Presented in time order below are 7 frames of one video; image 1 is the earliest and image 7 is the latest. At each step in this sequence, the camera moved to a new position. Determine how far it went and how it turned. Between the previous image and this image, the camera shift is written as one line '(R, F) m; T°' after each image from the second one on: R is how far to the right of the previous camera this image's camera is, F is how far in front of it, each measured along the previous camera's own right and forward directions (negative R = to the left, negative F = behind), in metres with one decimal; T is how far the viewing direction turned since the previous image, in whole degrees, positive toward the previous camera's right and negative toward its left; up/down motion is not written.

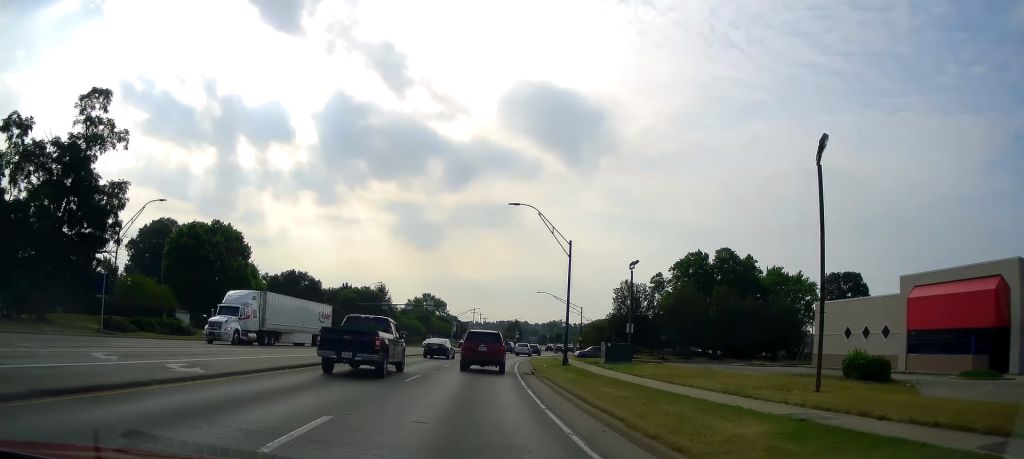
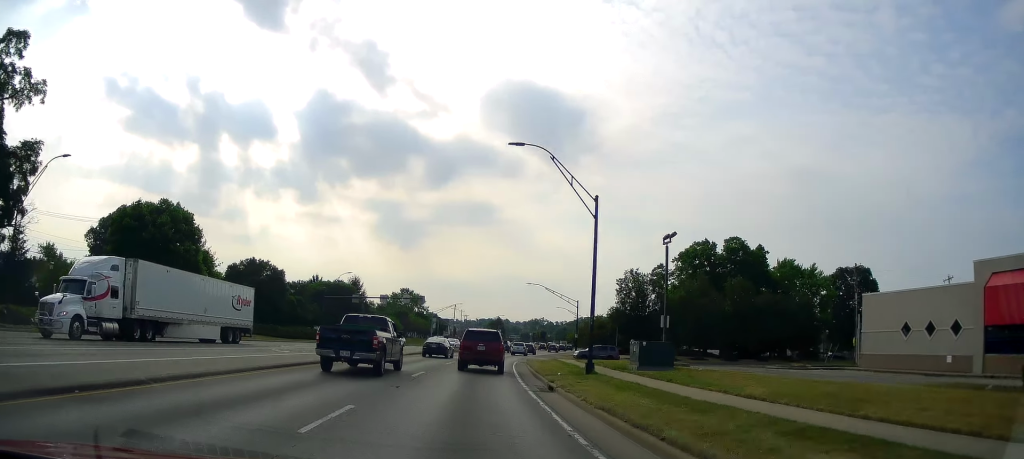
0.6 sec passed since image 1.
(+0.1, +10.5) m; +2°
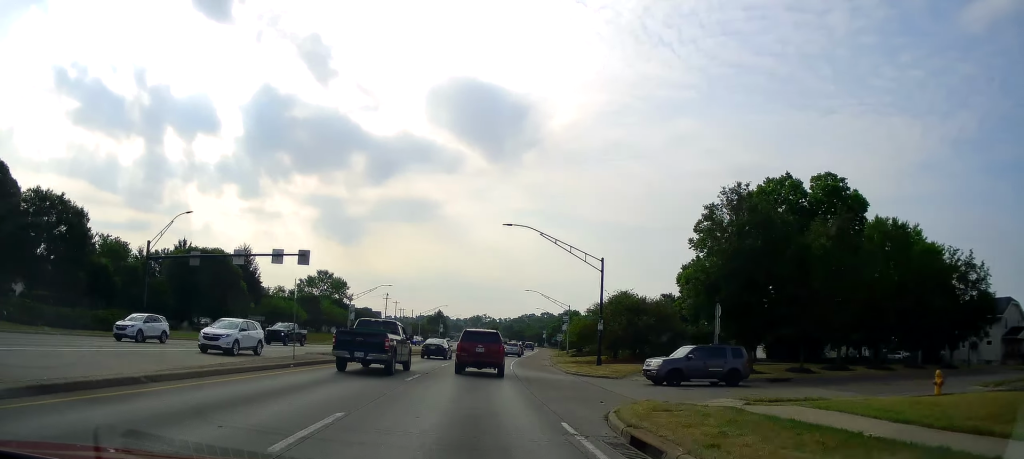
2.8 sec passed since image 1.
(+2.3, +38.3) m; +6°
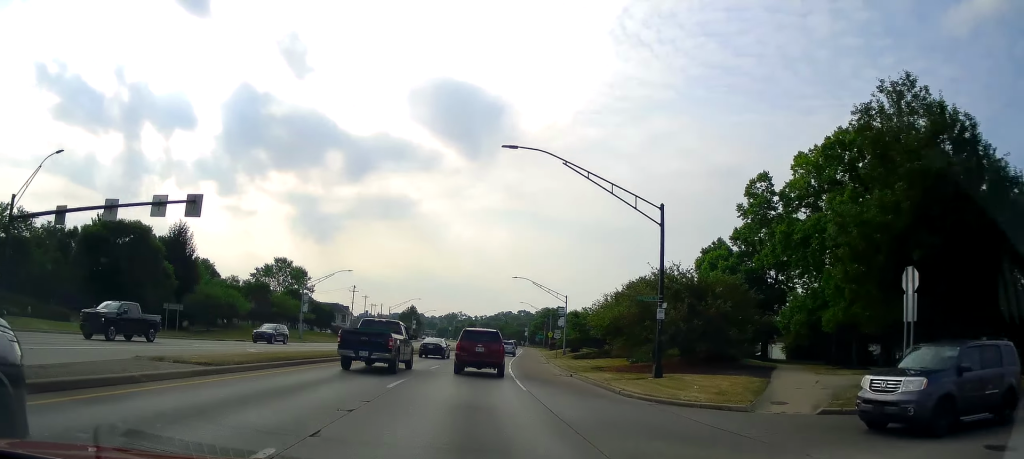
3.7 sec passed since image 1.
(+0.3, +16.0) m; +1°
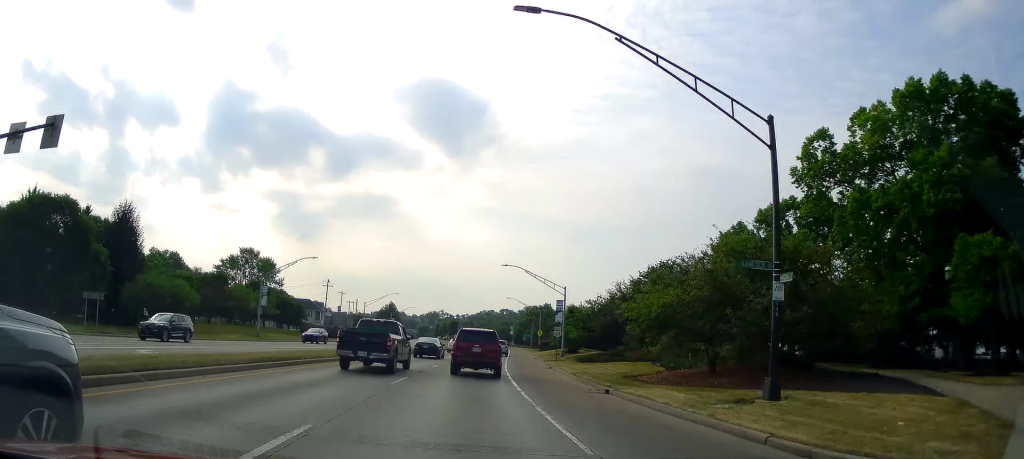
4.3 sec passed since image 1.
(0.0, +10.8) m; 0°
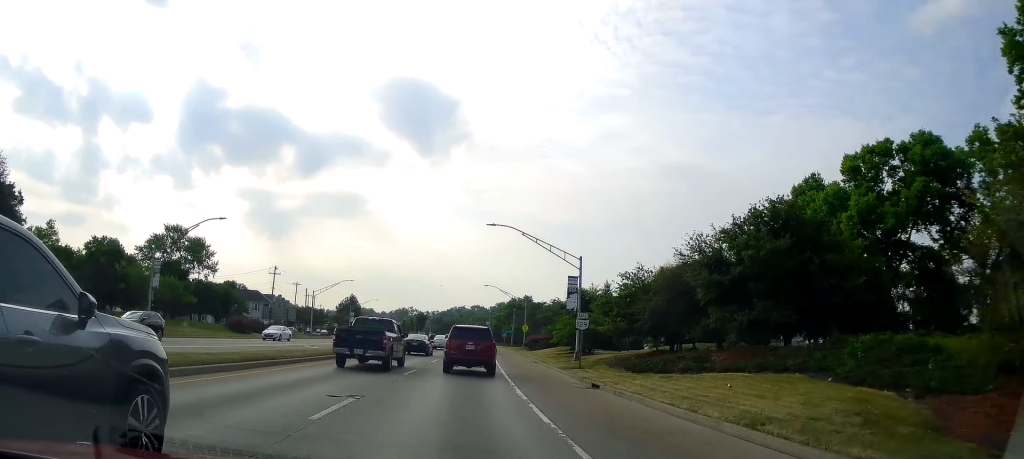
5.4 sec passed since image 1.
(+0.1, +21.1) m; +3°
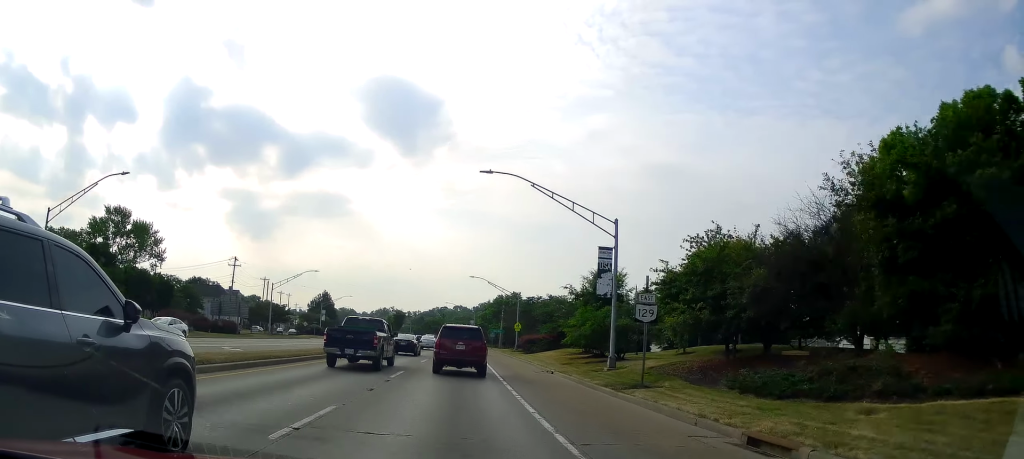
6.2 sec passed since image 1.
(+0.5, +13.9) m; 0°
